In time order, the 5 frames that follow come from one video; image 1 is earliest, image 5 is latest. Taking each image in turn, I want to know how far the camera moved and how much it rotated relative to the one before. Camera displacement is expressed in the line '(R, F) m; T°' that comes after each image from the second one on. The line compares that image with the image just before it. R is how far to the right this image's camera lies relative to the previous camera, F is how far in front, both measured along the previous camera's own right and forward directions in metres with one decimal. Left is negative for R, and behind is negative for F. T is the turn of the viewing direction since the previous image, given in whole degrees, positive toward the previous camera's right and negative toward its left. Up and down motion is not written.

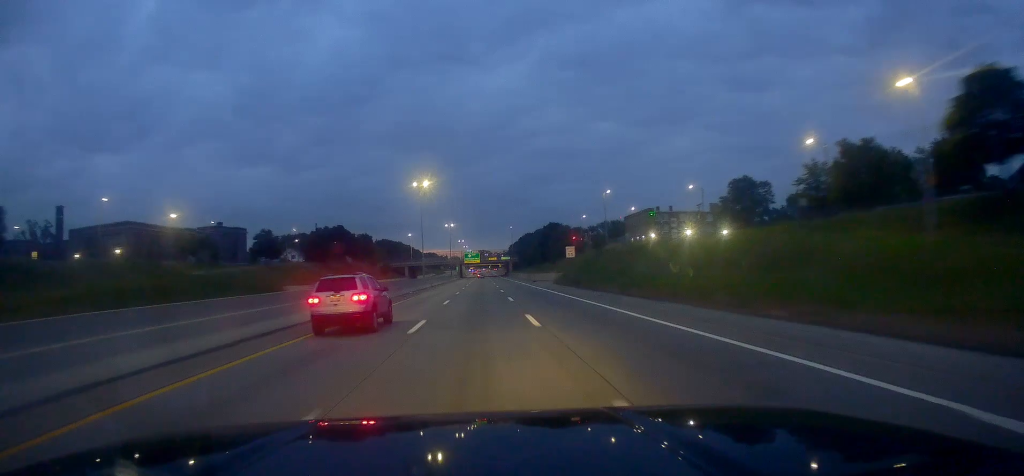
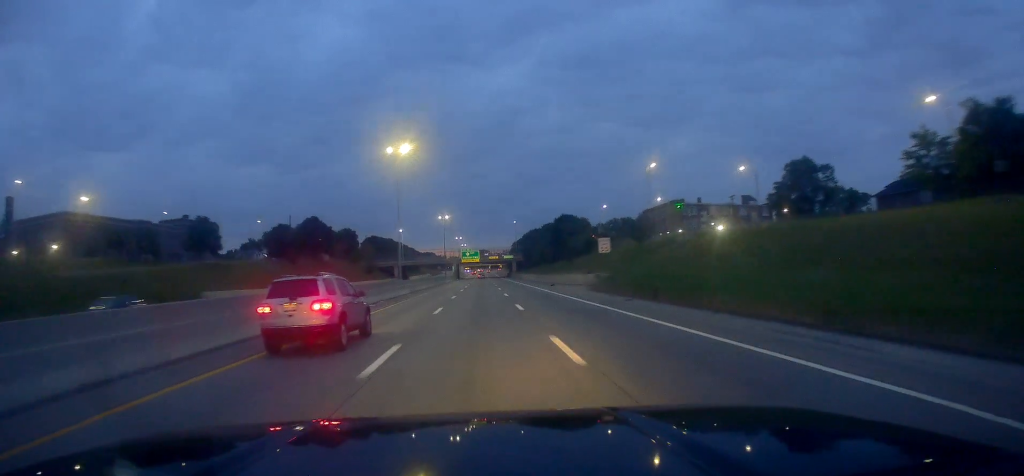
(+0.3, +22.2) m; +1°
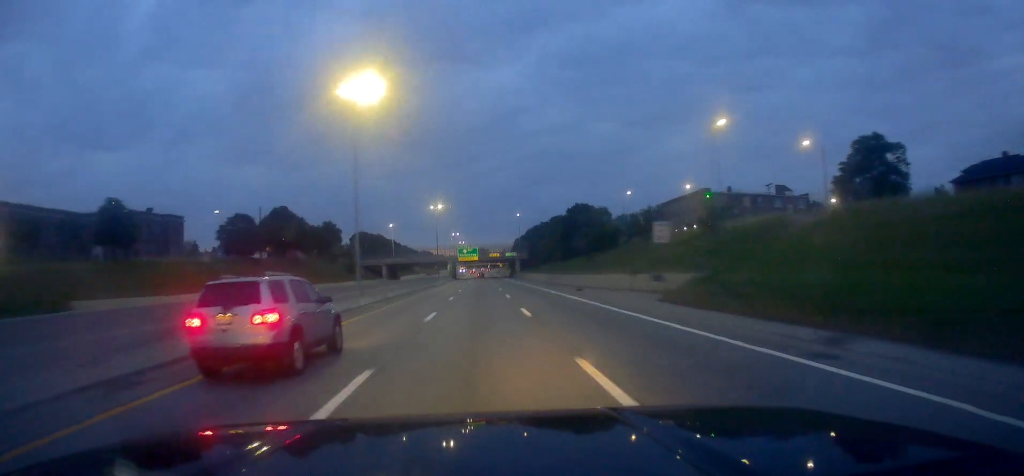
(0.0, +19.0) m; 0°
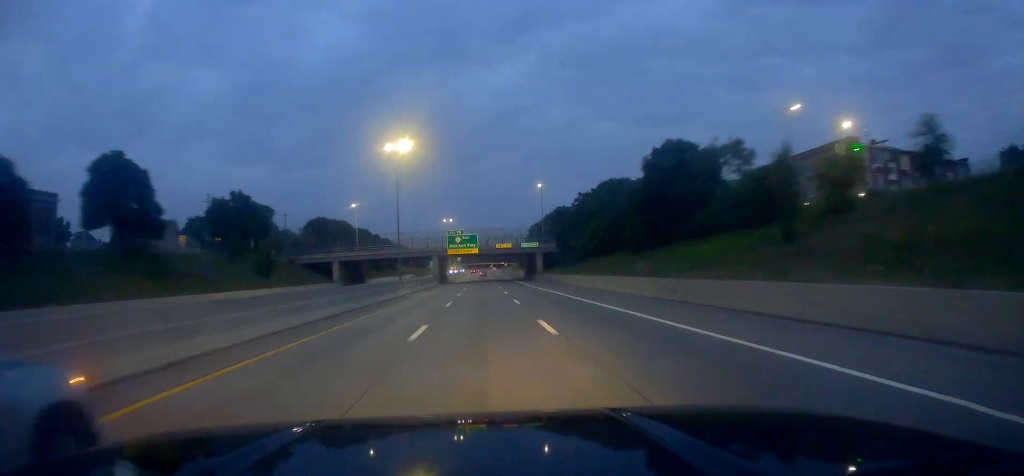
(0.0, +51.4) m; 0°
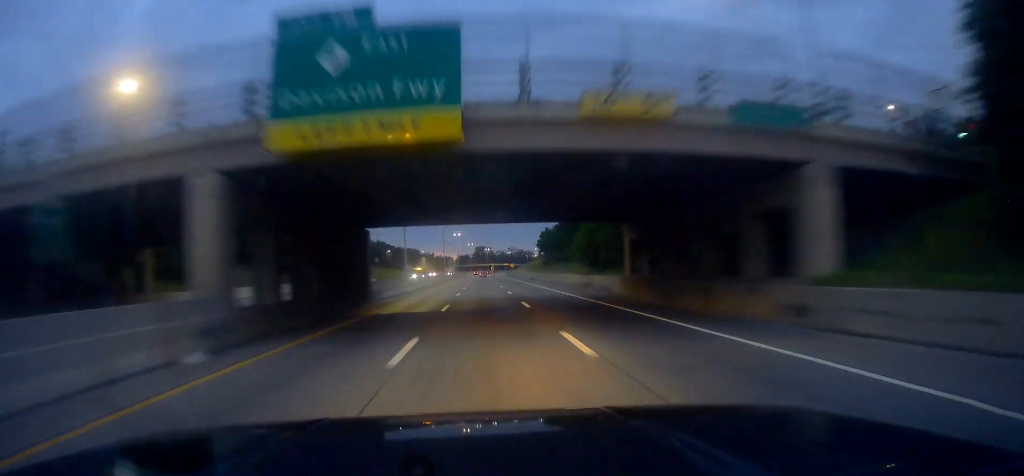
(-0.6, +79.3) m; 0°
